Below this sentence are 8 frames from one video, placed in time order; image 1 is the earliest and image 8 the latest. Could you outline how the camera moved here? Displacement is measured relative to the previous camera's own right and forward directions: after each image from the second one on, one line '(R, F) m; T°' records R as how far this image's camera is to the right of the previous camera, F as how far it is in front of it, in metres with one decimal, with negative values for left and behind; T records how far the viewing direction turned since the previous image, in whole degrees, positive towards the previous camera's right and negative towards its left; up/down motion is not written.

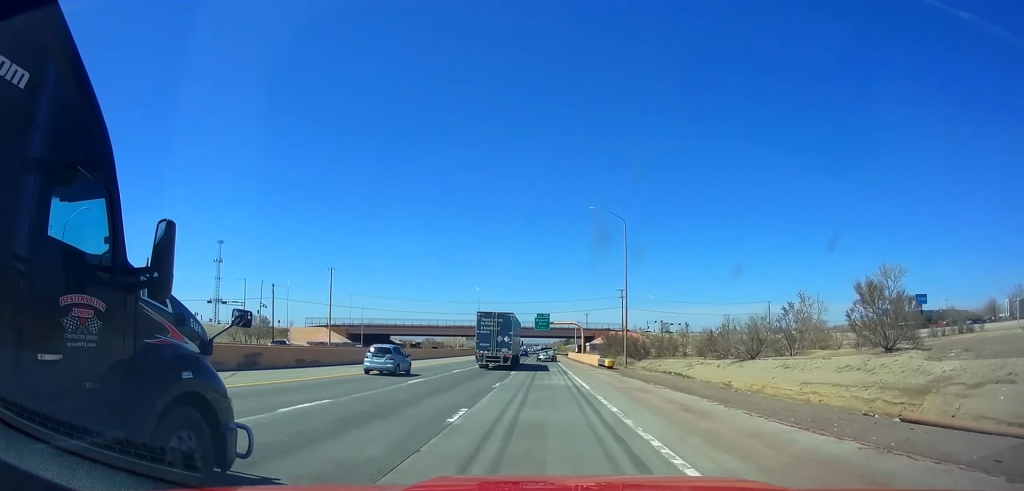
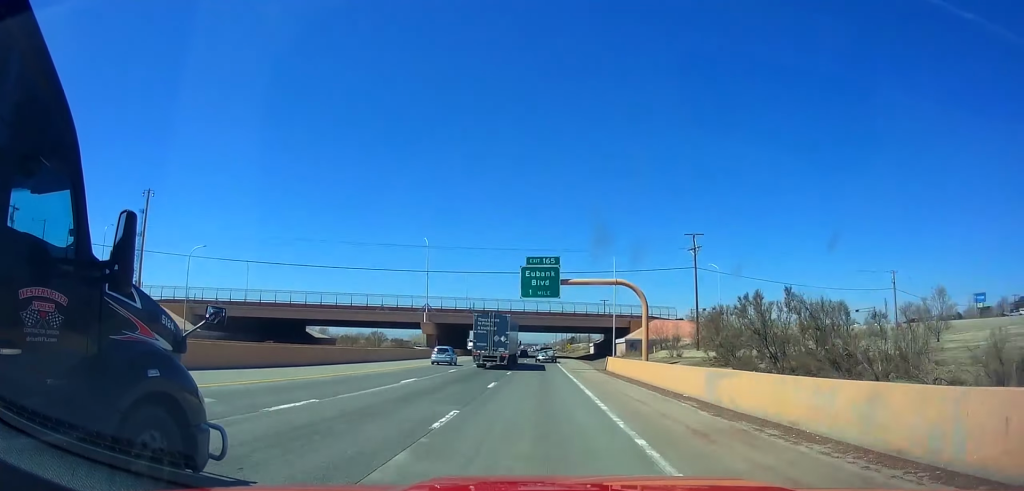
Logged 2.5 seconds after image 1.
(+0.2, +72.9) m; 0°
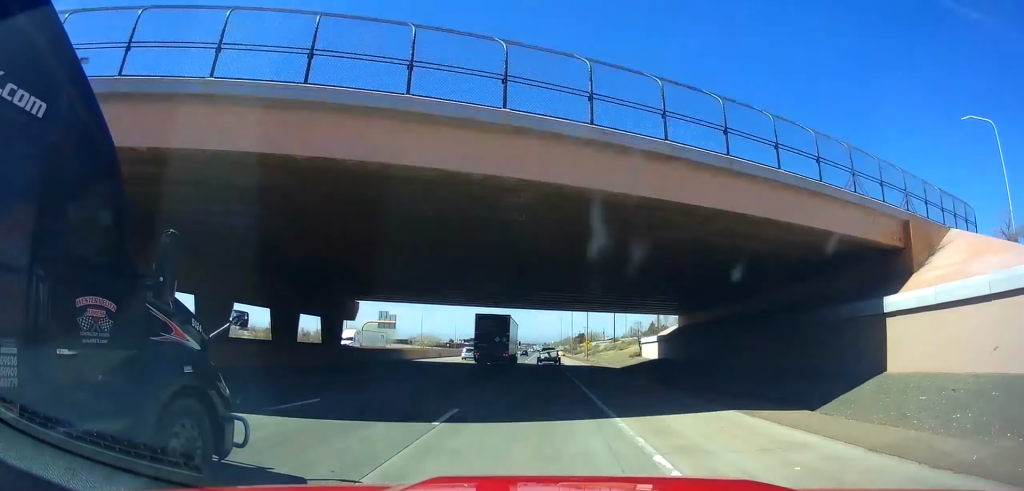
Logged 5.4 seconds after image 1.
(+0.1, +83.8) m; 0°
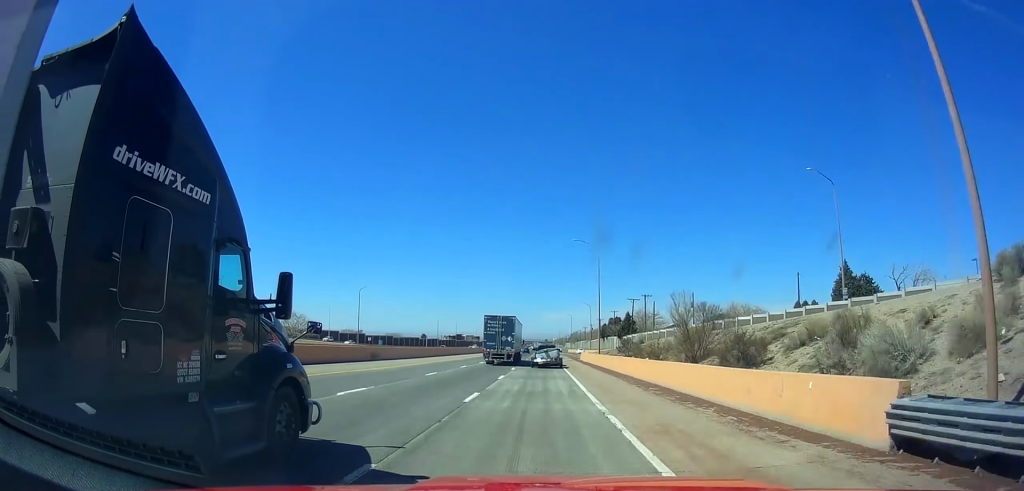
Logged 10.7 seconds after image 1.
(+0.1, +149.7) m; 0°
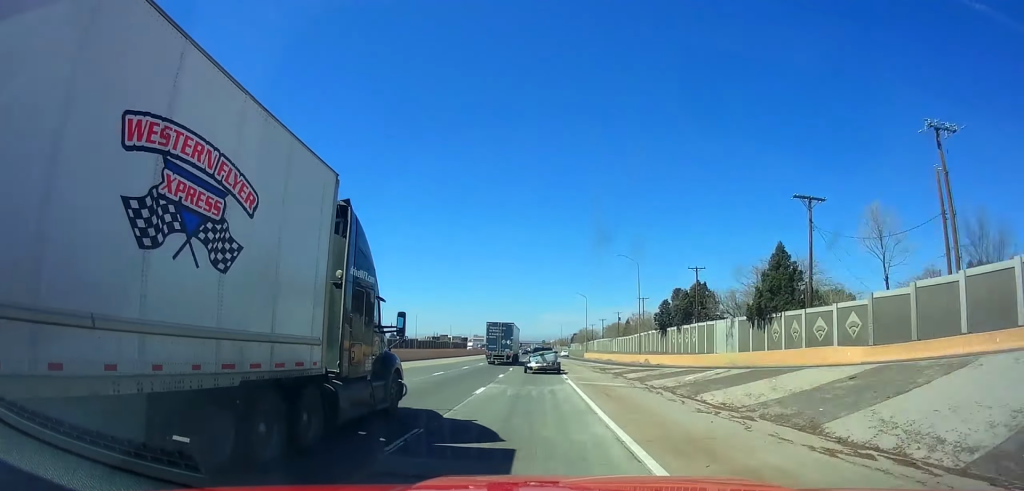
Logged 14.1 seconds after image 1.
(-0.1, +93.6) m; 0°
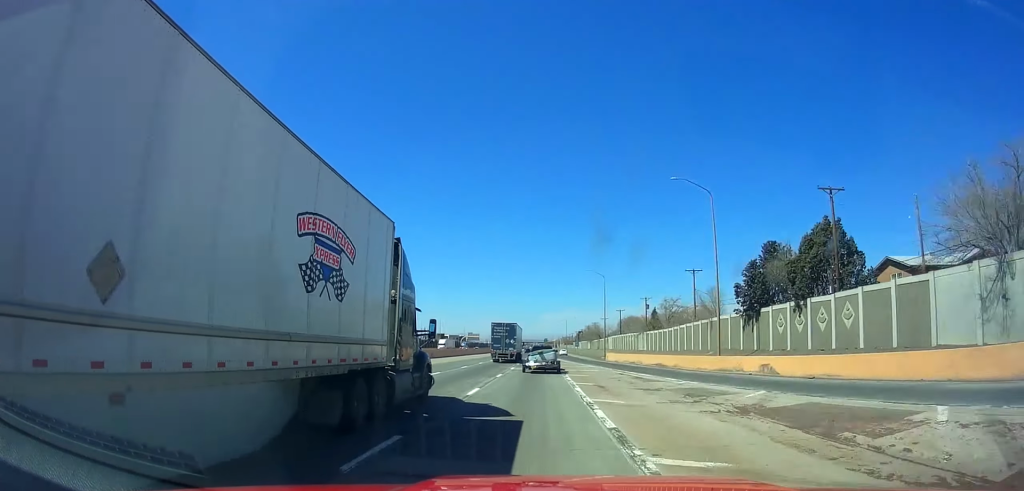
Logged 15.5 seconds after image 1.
(+0.3, +38.2) m; 0°
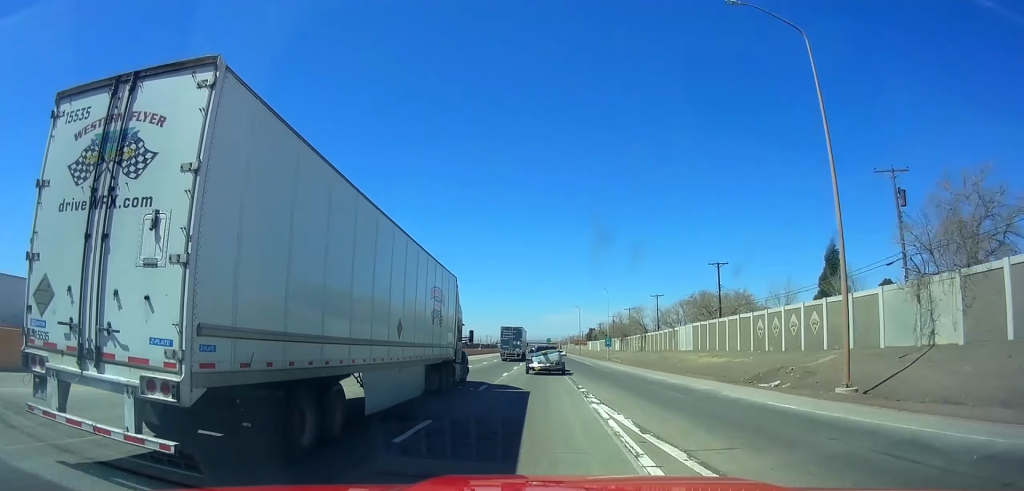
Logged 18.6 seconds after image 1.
(-0.7, +84.2) m; 0°
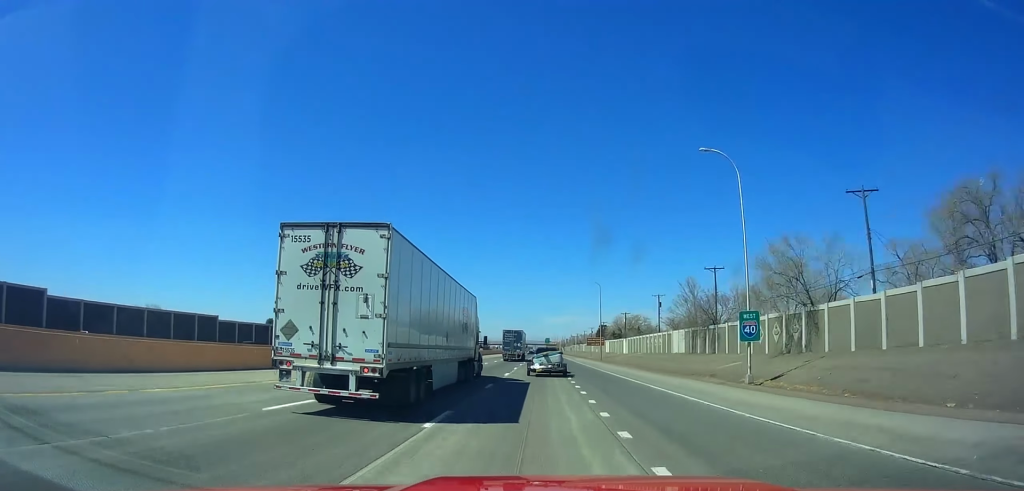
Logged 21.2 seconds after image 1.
(+0.7, +71.2) m; 0°
